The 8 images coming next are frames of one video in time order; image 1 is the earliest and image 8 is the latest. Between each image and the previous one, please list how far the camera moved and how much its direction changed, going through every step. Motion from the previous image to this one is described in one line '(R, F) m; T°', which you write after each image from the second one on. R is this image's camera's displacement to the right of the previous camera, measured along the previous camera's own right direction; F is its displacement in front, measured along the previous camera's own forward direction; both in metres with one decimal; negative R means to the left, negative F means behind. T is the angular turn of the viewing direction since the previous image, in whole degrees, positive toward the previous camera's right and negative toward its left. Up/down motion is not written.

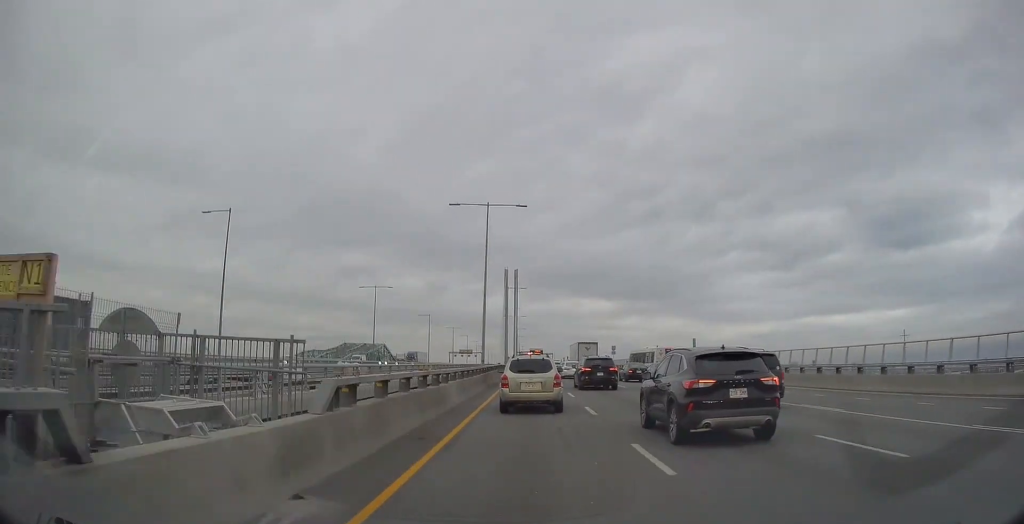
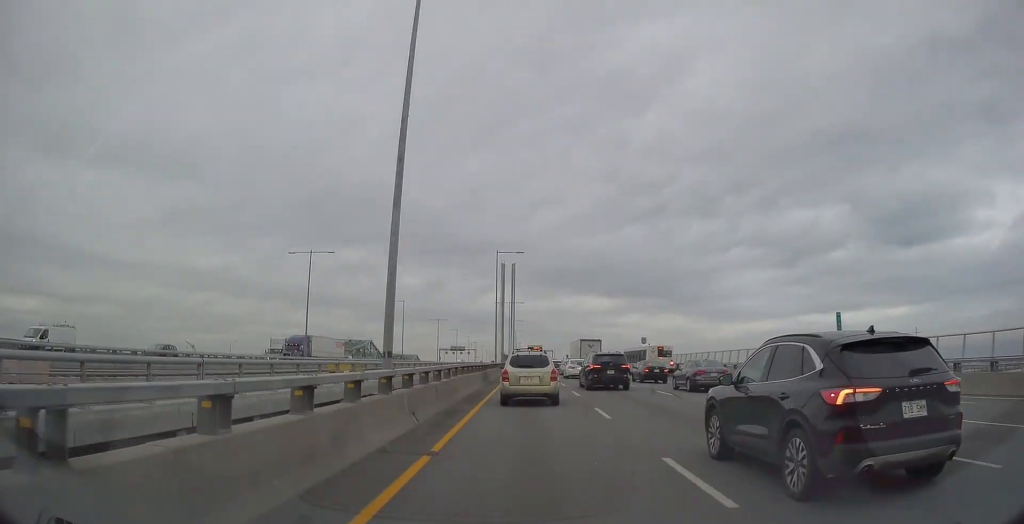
(+0.1, +27.2) m; 0°
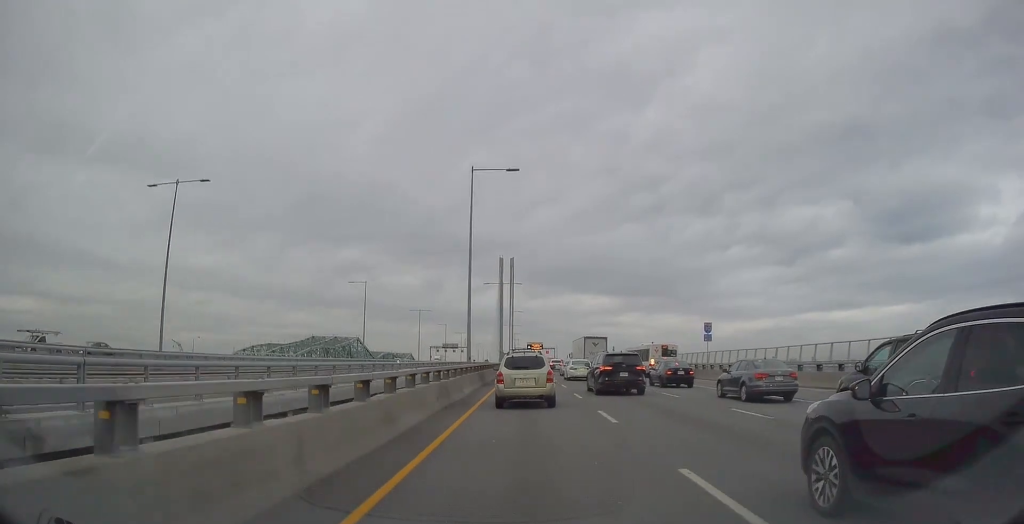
(+0.1, +27.5) m; 0°
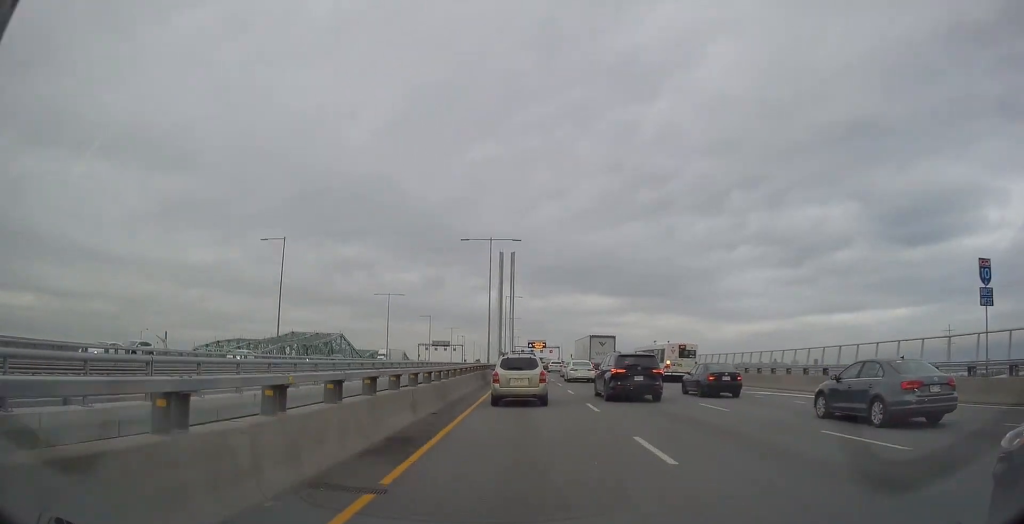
(+0.1, +34.0) m; 0°
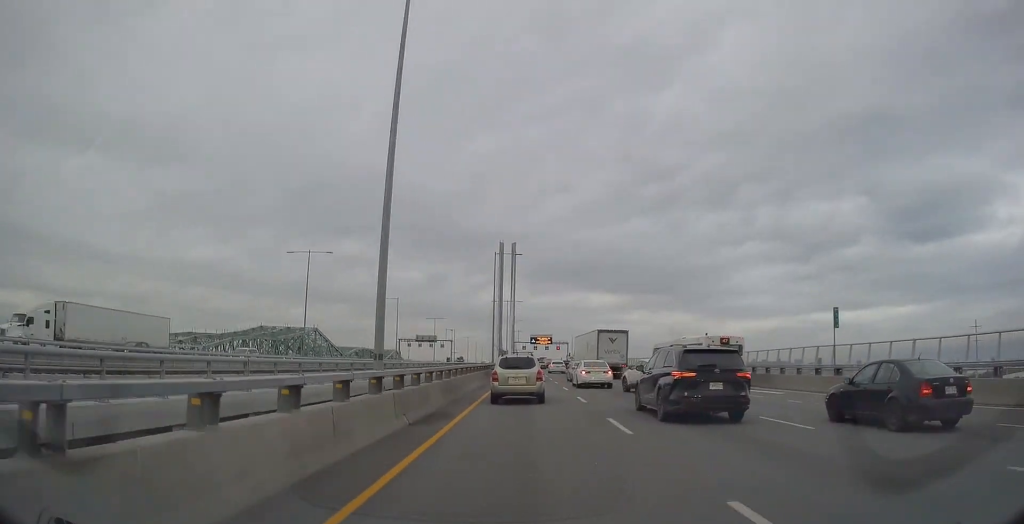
(-0.2, +41.9) m; -1°
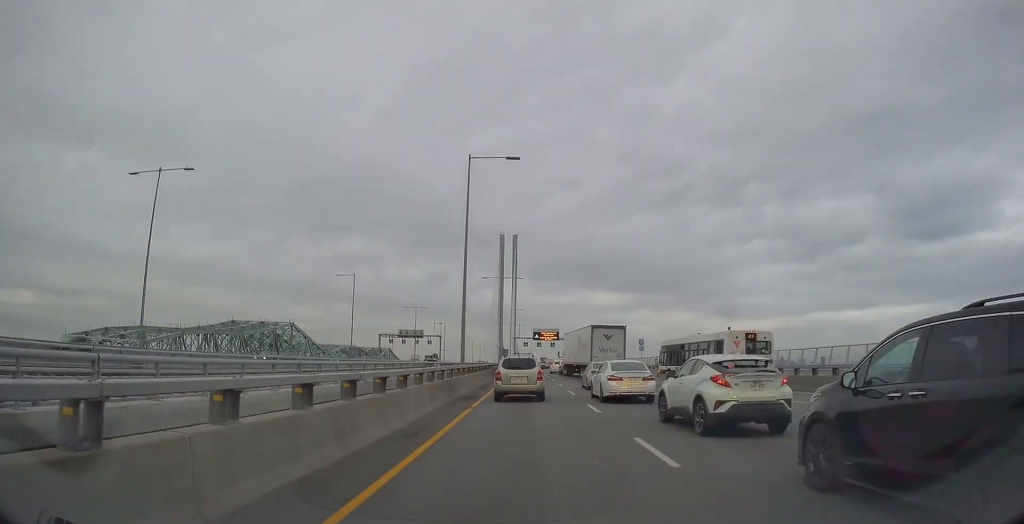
(-0.3, +33.0) m; 0°
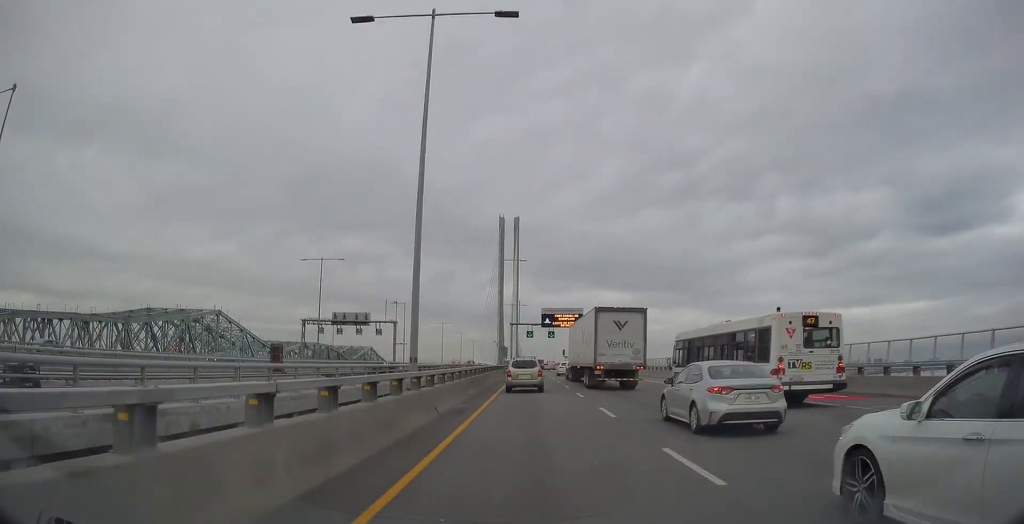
(-0.4, +70.2) m; 0°
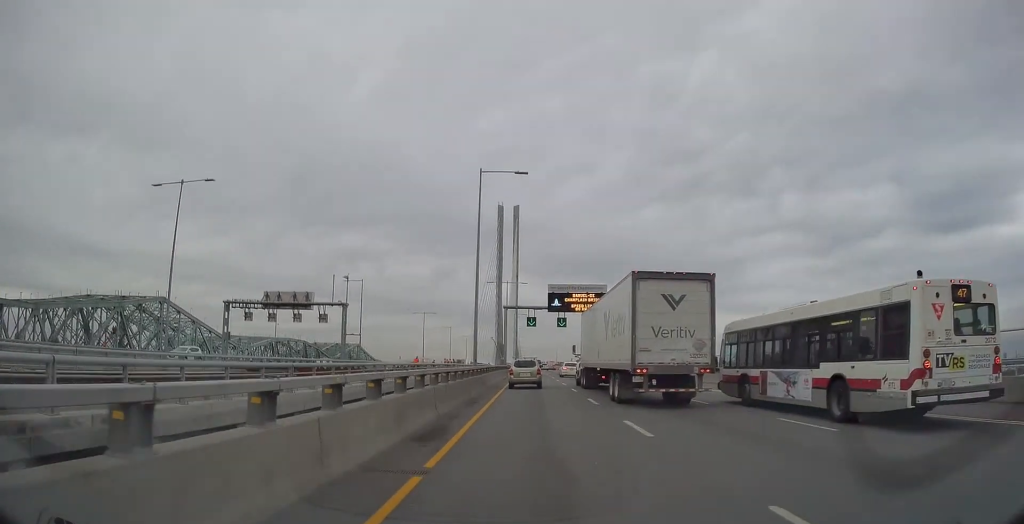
(0.0, +34.5) m; 0°
